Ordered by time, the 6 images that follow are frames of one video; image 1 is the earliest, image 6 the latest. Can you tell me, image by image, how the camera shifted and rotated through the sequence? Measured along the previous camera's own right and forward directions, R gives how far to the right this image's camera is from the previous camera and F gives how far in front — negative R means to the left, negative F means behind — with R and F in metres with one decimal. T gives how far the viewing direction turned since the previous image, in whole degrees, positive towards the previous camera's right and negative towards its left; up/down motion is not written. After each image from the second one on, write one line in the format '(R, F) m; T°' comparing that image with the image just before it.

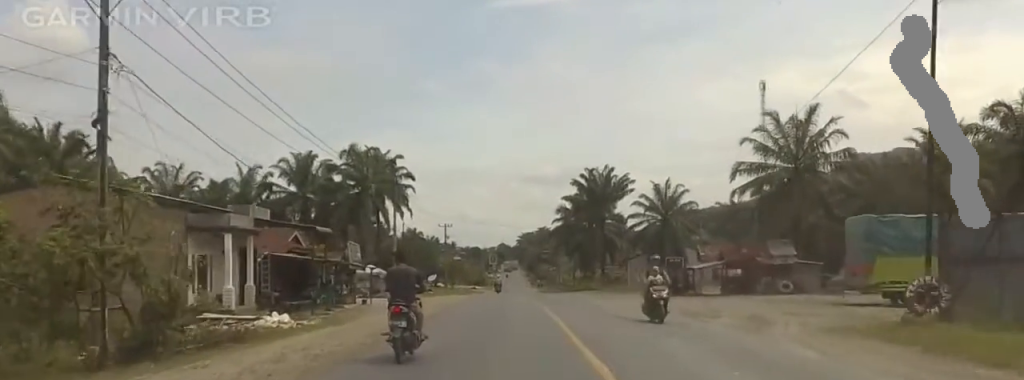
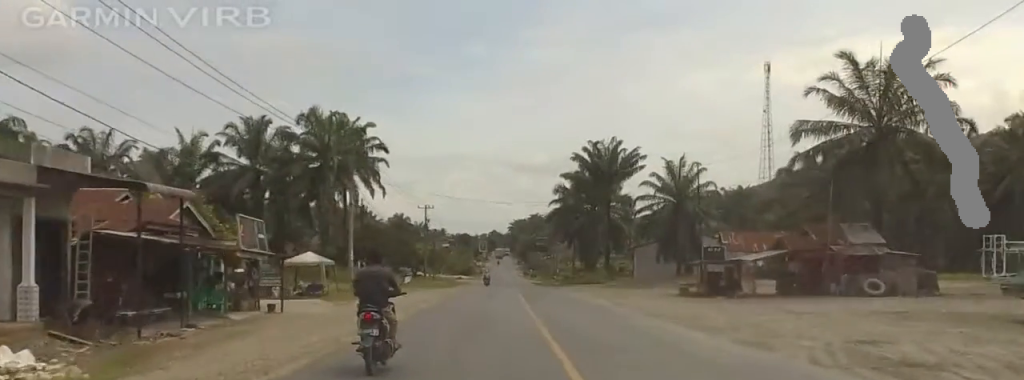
(+0.4, +17.6) m; -1°
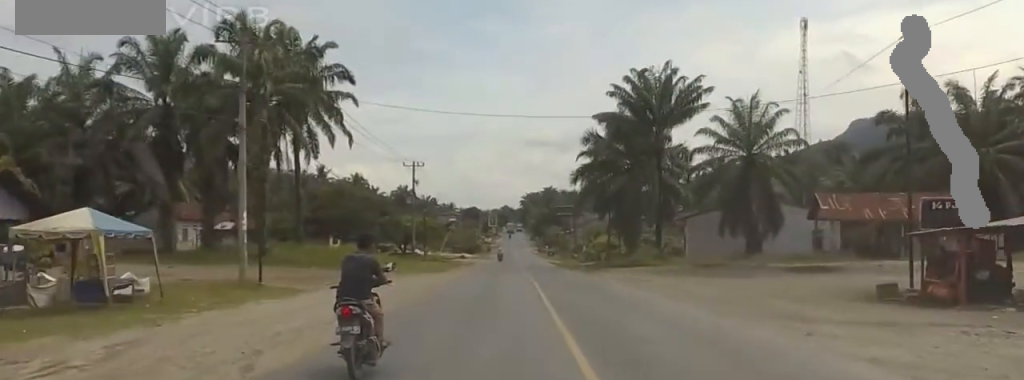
(-0.9, +27.0) m; -2°
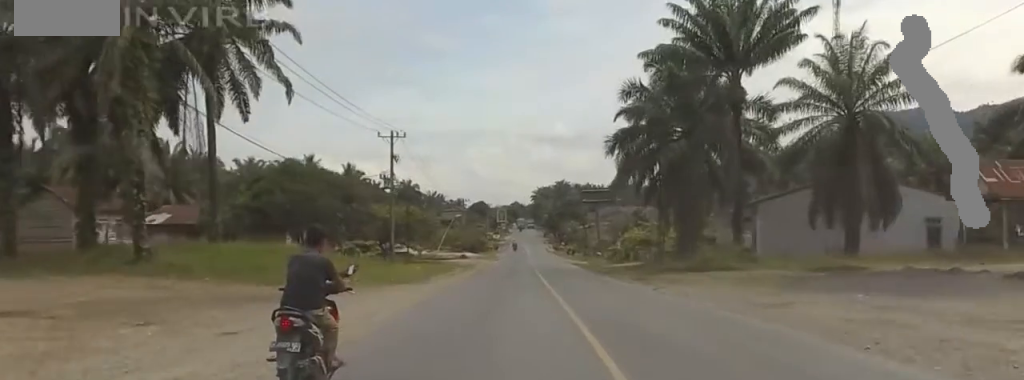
(+0.7, +21.9) m; +2°
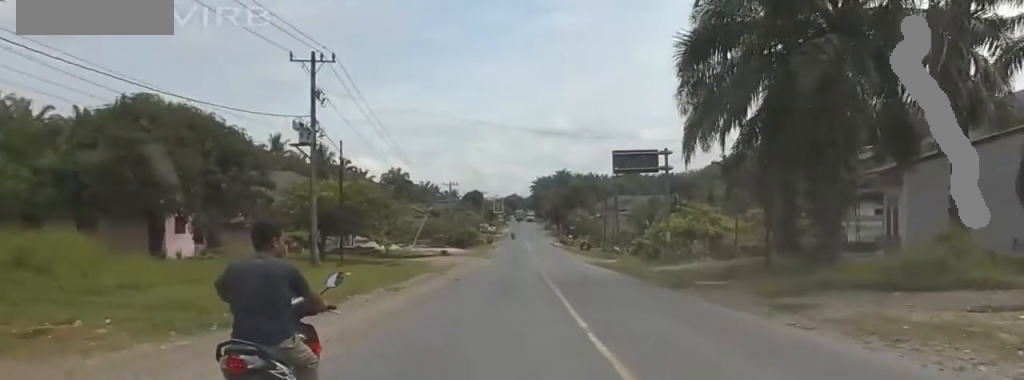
(-0.6, +24.2) m; -2°
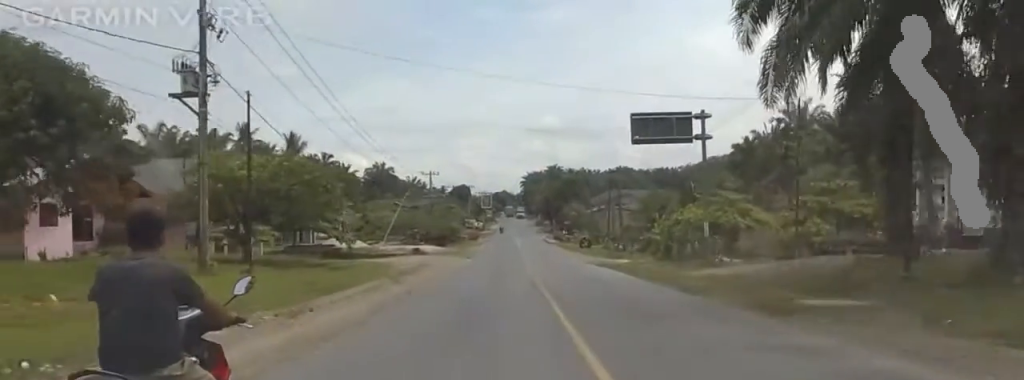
(0.0, +12.1) m; 0°
